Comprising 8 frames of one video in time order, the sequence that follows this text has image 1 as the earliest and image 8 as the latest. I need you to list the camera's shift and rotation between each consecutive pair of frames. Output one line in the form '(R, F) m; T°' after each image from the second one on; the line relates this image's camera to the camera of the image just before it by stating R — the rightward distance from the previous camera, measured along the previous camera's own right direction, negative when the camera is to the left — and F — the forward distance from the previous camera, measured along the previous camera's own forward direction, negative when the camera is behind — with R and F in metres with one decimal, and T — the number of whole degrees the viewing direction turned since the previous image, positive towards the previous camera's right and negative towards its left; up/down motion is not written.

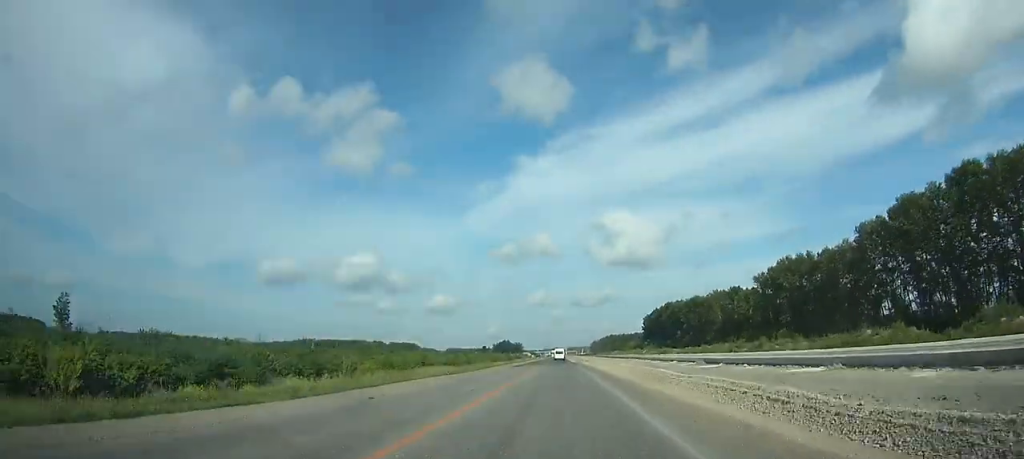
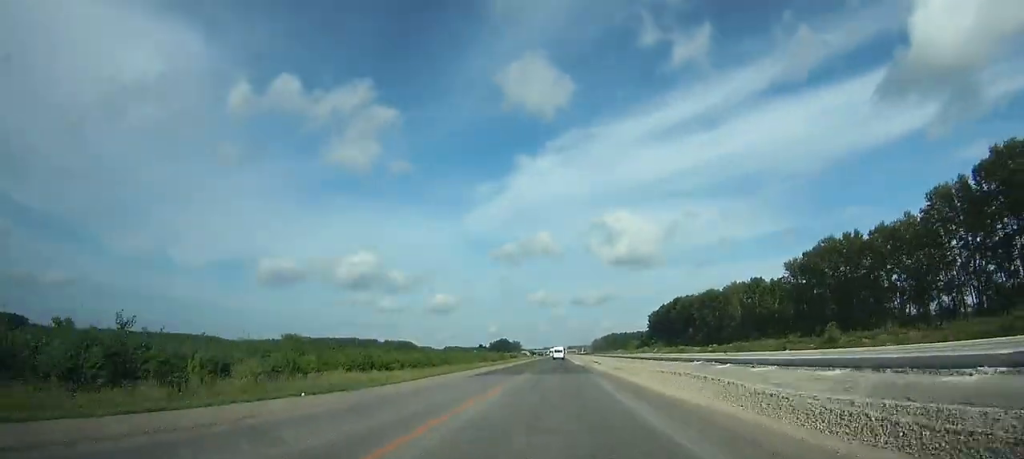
(-0.1, +27.3) m; 0°
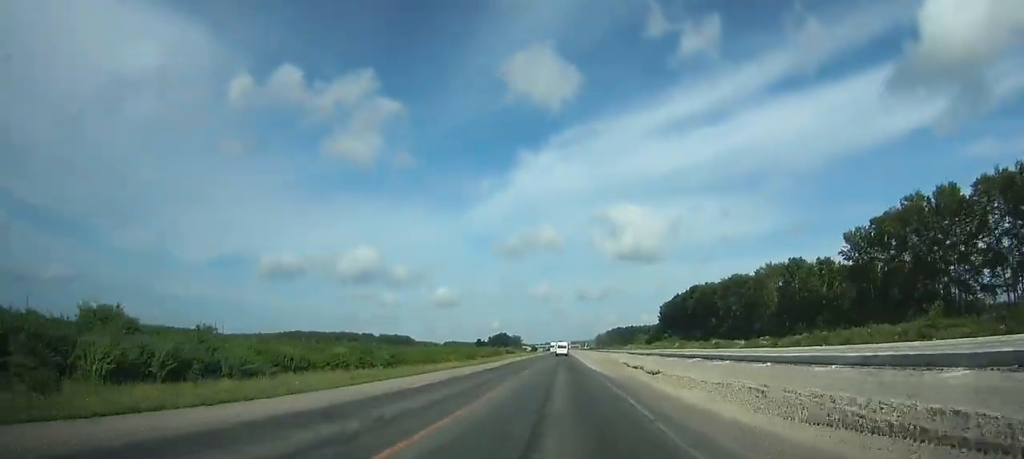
(+0.1, +34.9) m; 0°
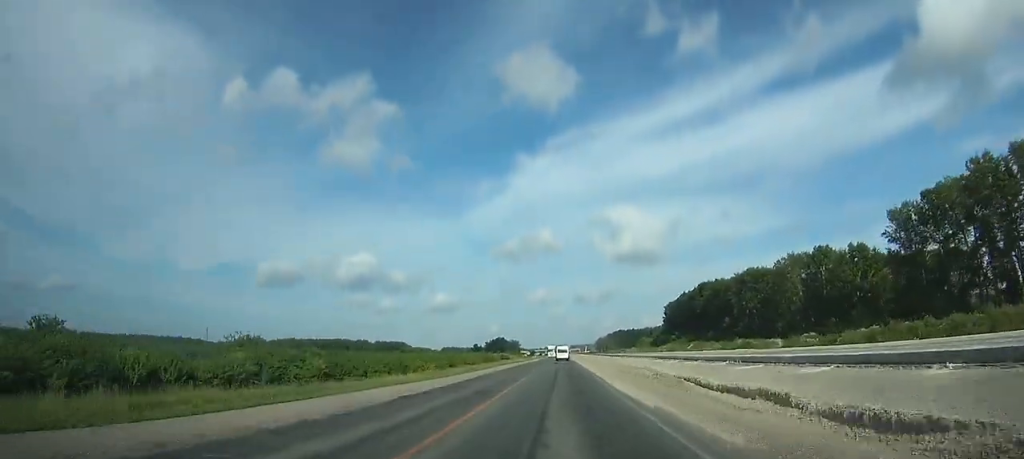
(0.0, +20.3) m; 0°
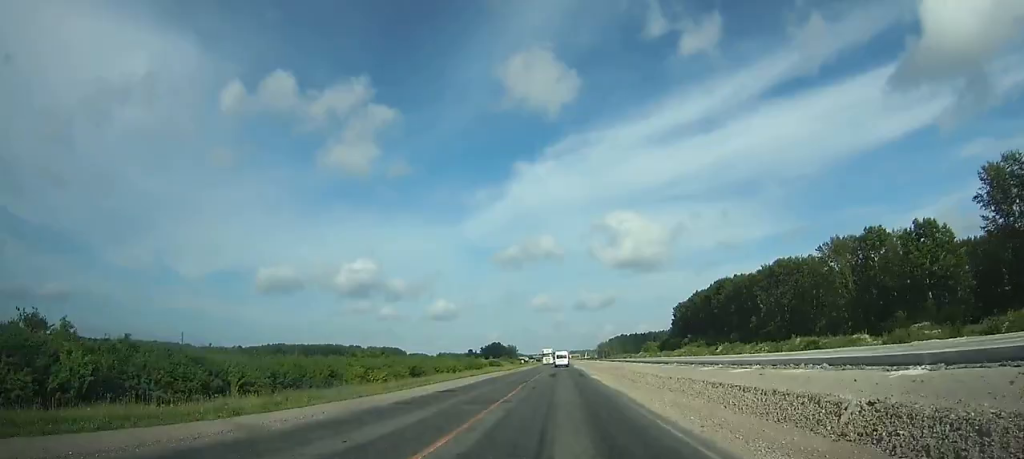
(-0.1, +28.2) m; 0°
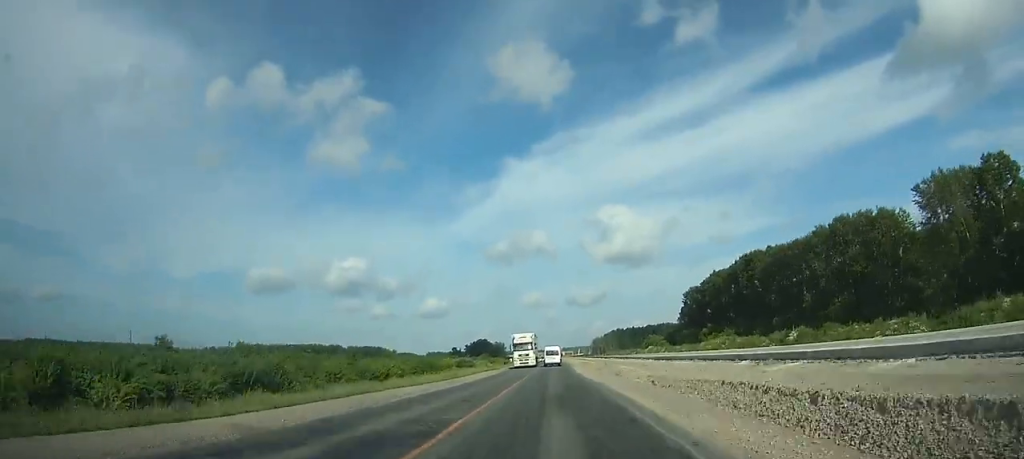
(+0.1, +41.8) m; 0°
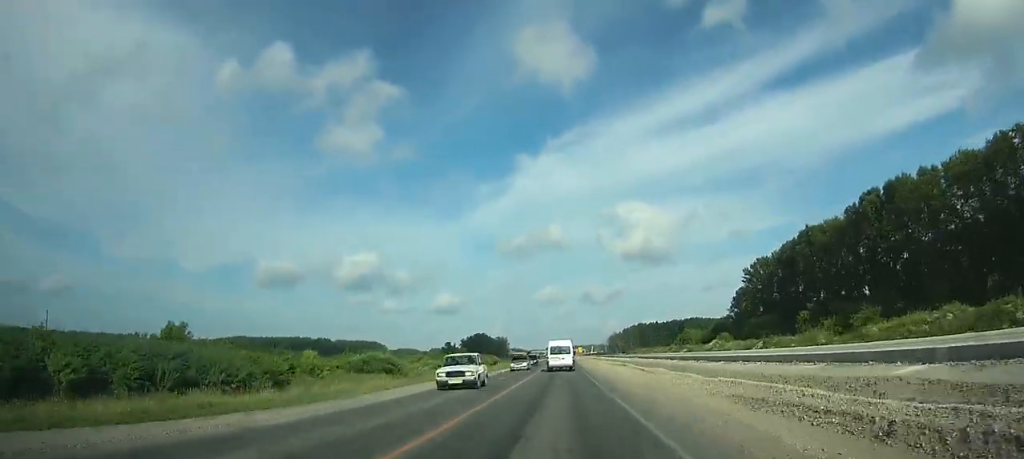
(-0.2, +71.9) m; 0°
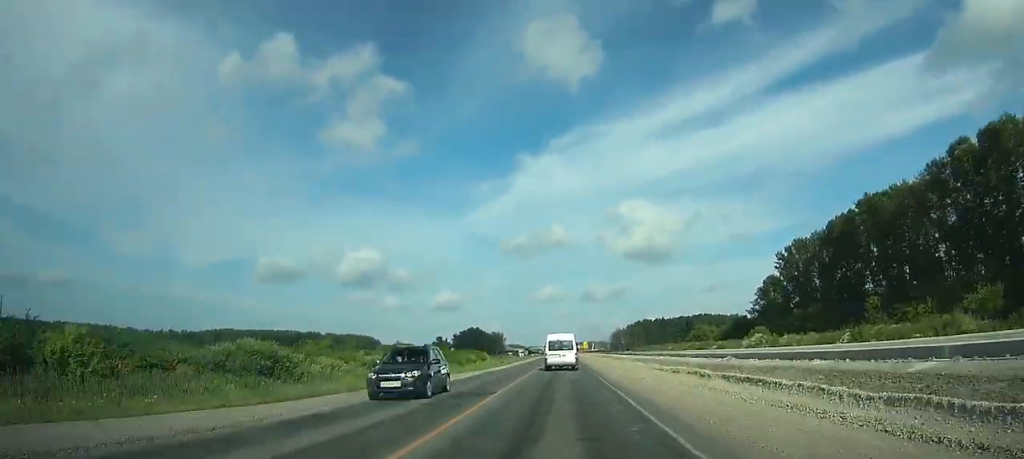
(0.0, +29.7) m; 0°
